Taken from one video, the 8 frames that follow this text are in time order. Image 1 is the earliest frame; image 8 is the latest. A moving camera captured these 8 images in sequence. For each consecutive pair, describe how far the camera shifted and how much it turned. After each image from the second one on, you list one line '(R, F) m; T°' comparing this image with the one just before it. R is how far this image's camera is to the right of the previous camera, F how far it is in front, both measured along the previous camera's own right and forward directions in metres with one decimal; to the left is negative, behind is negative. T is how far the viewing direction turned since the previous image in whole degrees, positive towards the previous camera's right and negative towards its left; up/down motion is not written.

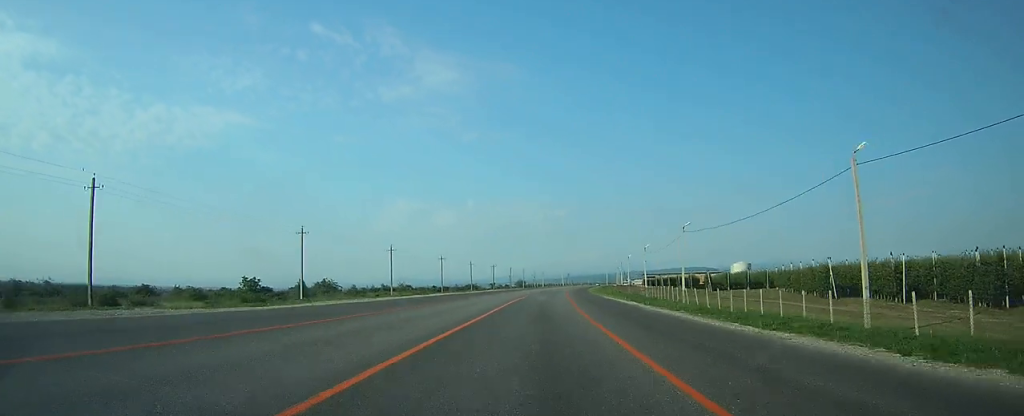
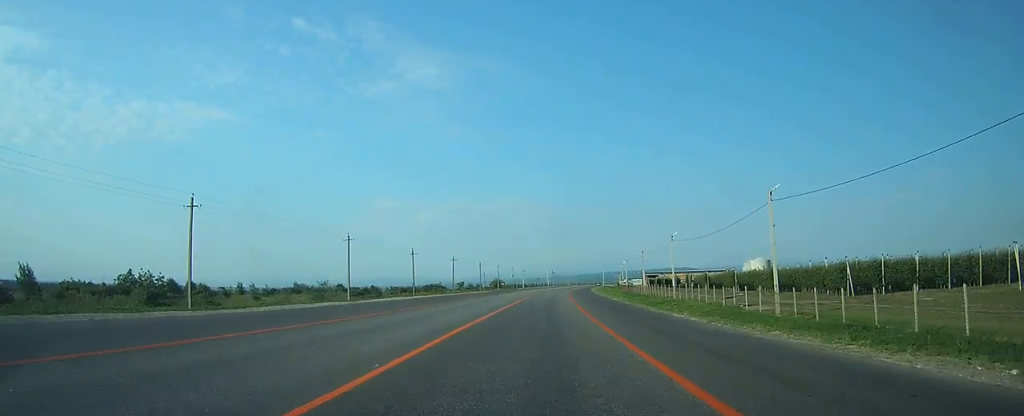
(+1.2, +56.0) m; +3°
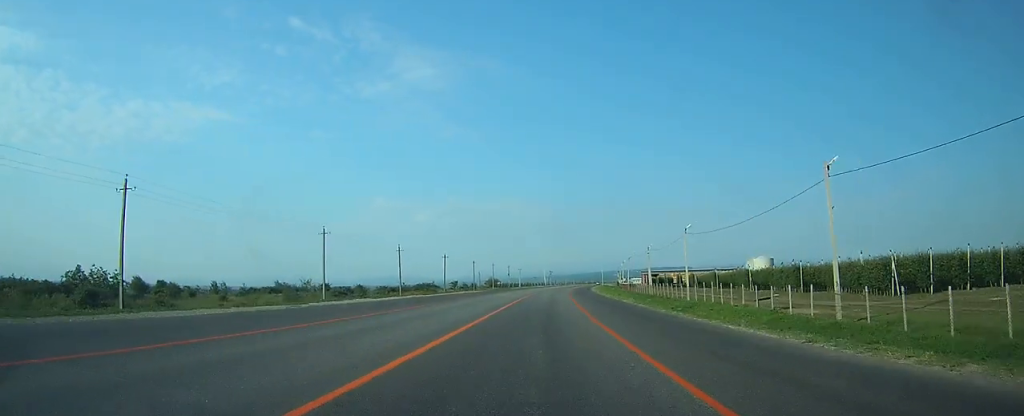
(+0.1, +8.1) m; 0°
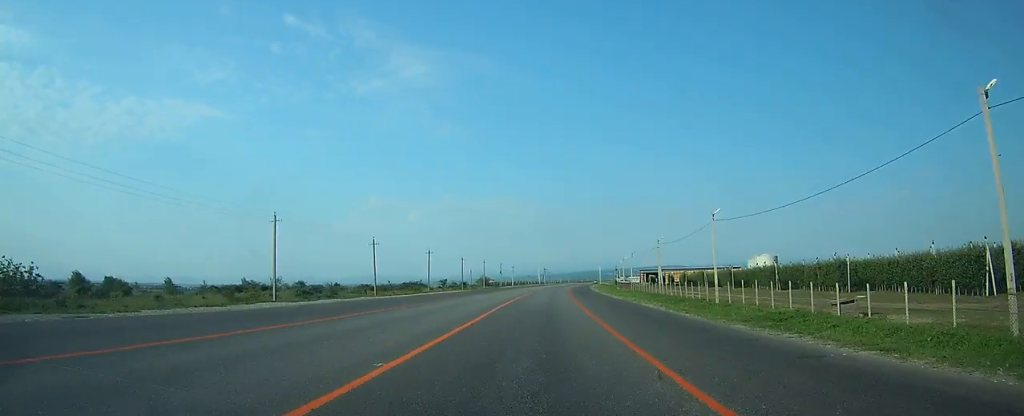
(0.0, +12.1) m; +1°
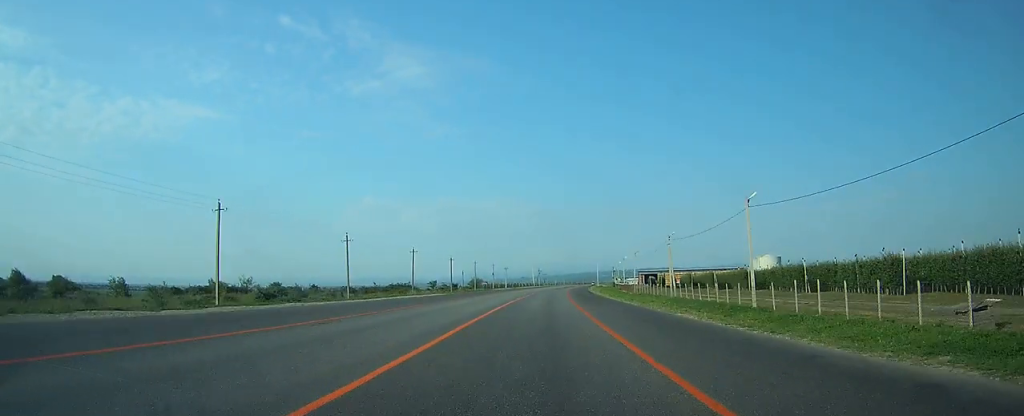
(+0.1, +10.0) m; 0°
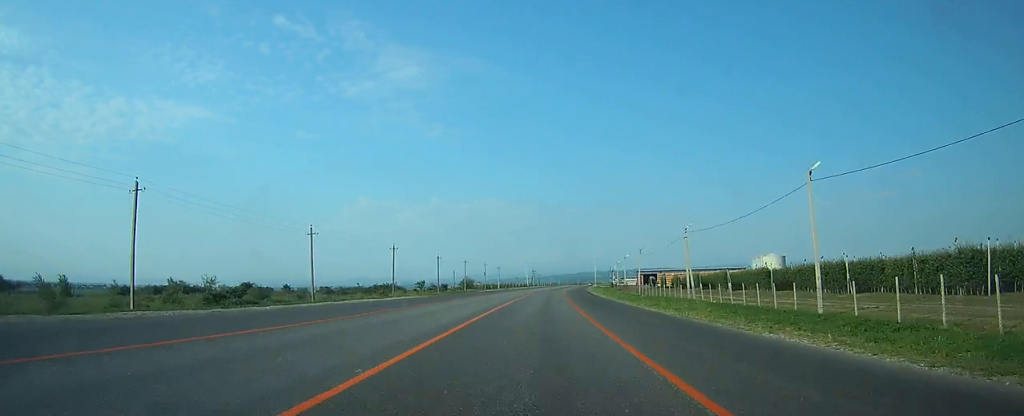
(+0.1, +10.6) m; 0°
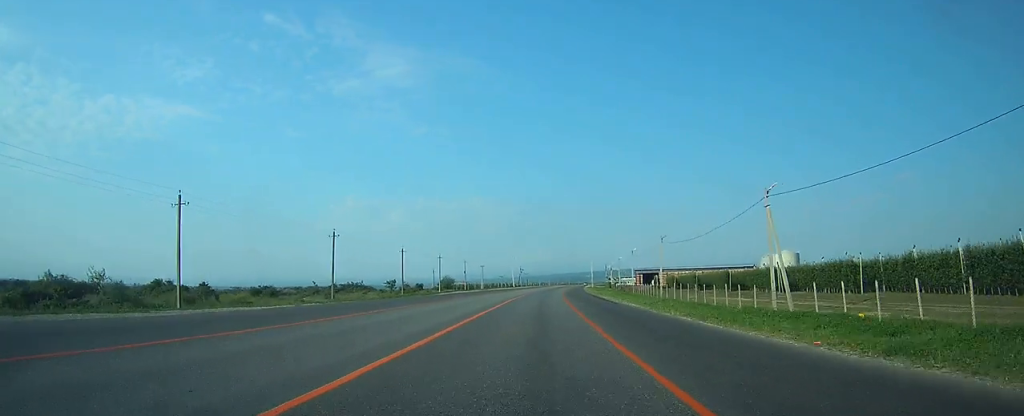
(+0.1, +24.4) m; +1°
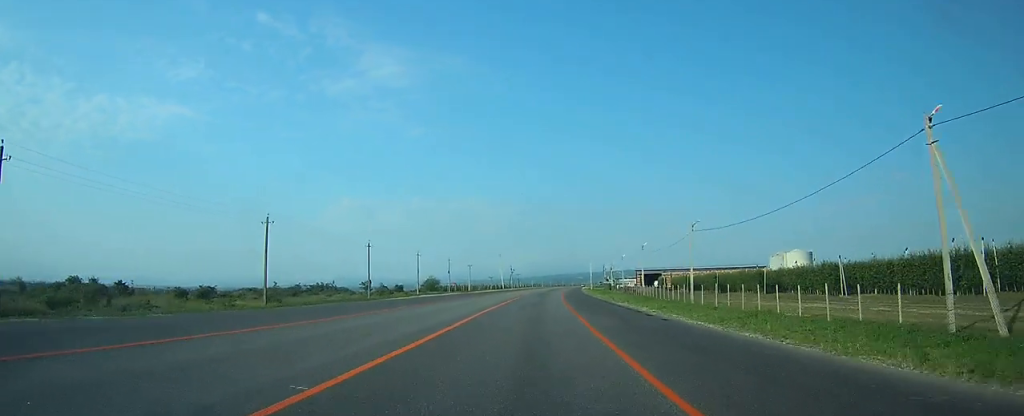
(+0.2, +17.0) m; +1°
